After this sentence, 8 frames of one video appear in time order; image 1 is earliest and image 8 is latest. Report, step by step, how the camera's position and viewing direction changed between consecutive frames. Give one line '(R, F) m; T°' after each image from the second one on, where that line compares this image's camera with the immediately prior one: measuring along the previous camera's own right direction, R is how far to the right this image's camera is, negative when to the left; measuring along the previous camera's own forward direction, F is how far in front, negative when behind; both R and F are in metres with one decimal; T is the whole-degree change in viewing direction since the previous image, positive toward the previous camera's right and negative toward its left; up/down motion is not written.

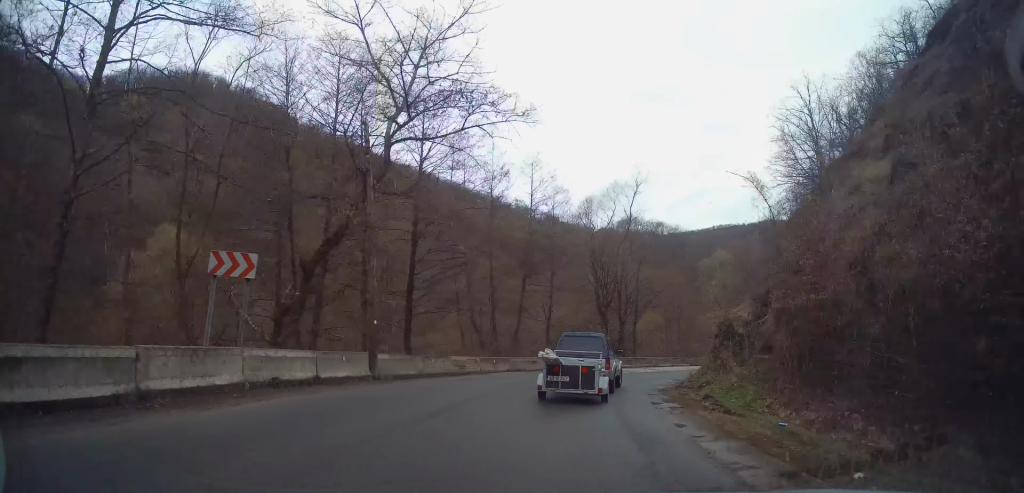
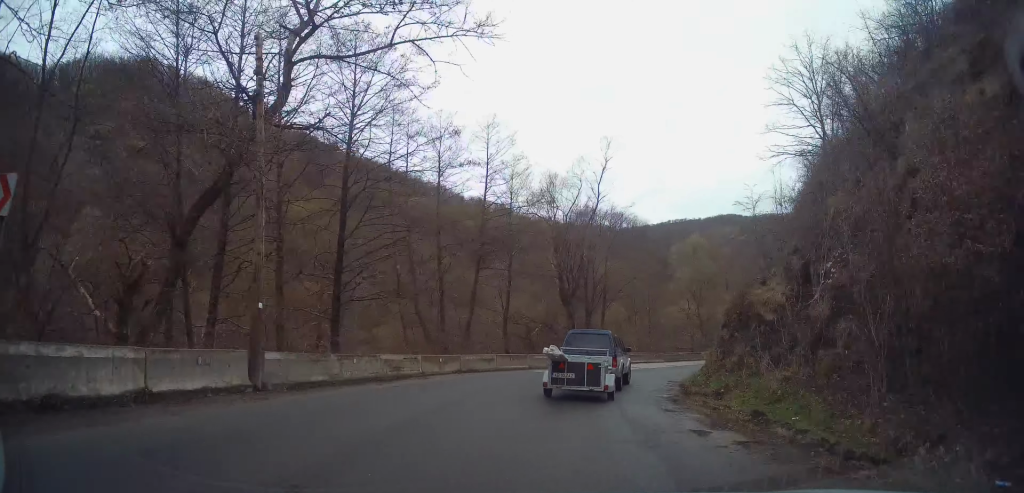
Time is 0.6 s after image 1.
(0.0, +5.1) m; +3°
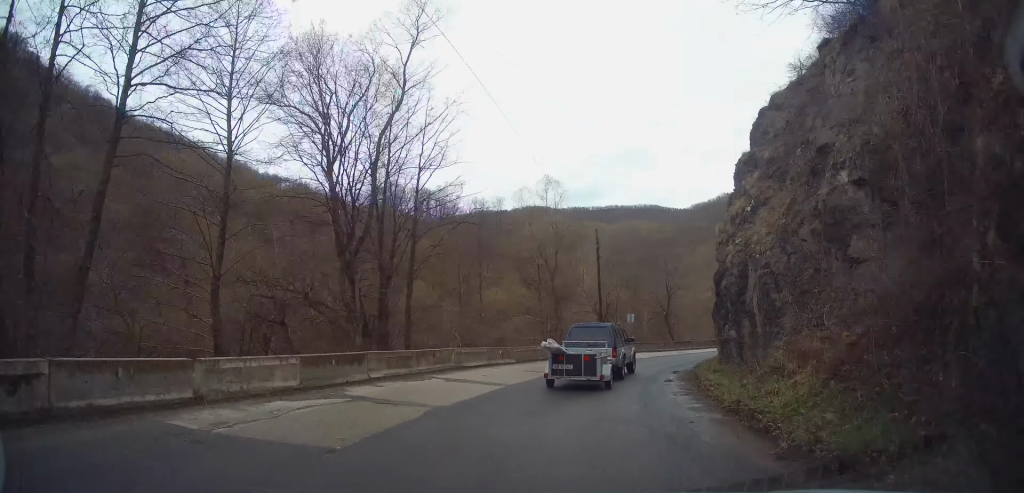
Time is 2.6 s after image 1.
(+2.5, +17.3) m; +21°
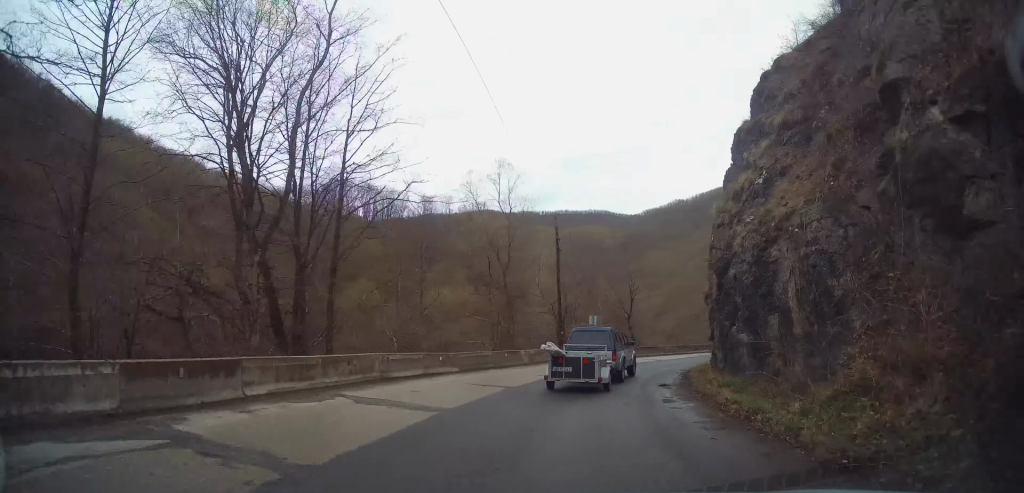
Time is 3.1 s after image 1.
(+0.3, +4.4) m; +7°
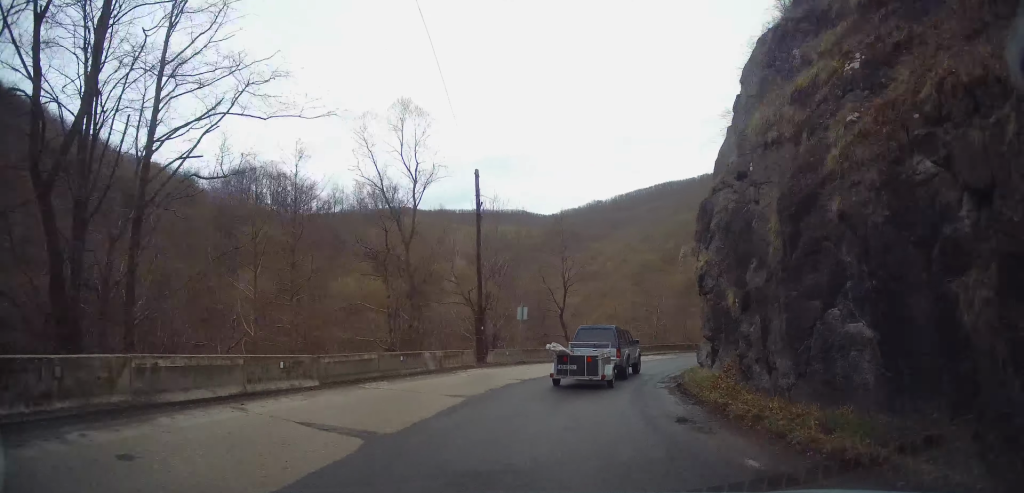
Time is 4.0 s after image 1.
(+0.8, +7.4) m; +10°
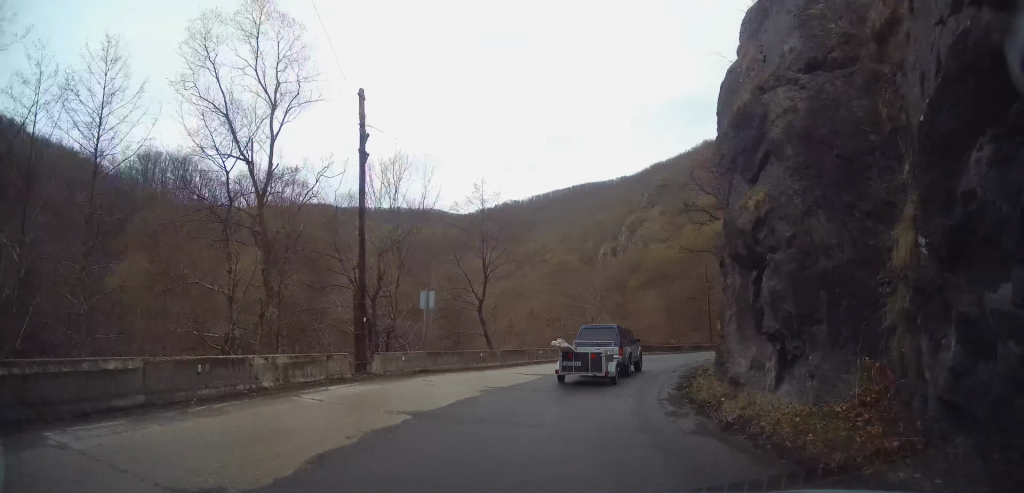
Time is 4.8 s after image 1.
(+0.6, +7.2) m; +9°
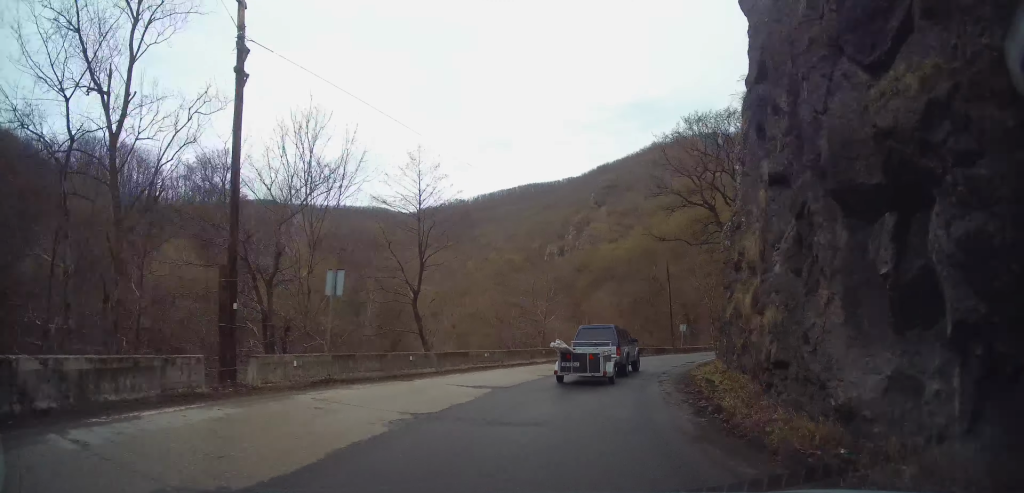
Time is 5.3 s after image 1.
(+0.1, +4.6) m; +5°
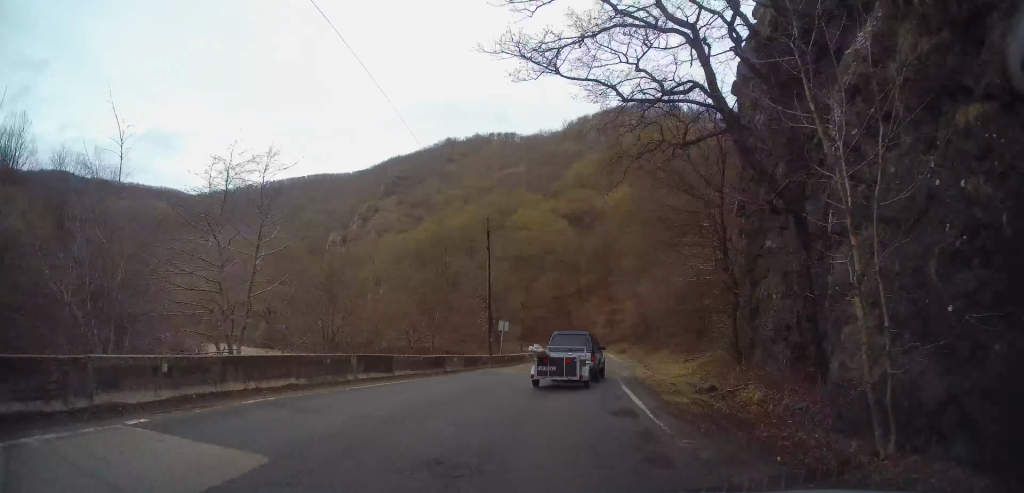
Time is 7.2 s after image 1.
(+4.3, +18.4) m; +24°
